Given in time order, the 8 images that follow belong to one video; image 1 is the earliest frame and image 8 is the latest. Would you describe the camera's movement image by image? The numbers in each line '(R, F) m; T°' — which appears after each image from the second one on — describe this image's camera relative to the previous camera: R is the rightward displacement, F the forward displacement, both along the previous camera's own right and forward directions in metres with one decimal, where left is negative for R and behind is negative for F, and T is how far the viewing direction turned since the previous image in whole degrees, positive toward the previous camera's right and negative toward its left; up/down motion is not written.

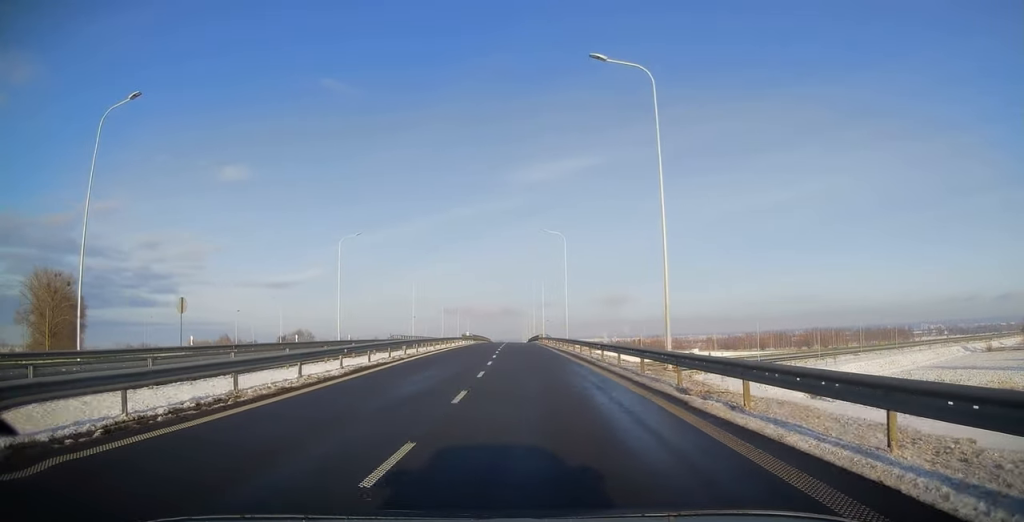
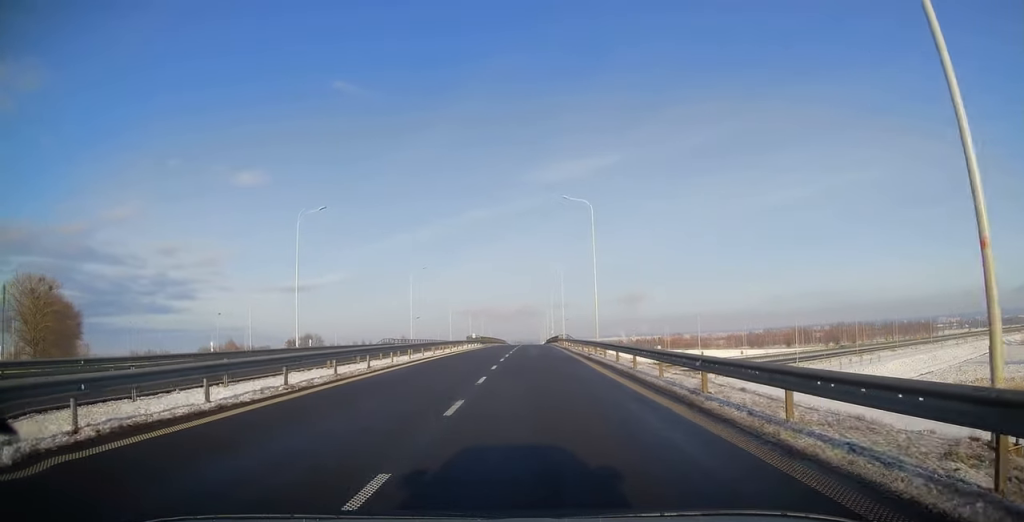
(-0.6, +13.7) m; -2°
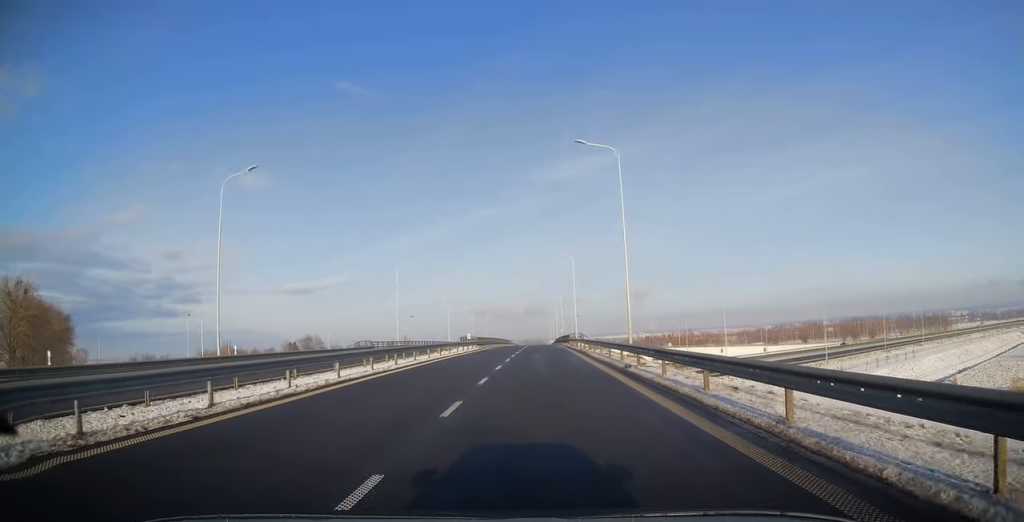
(+0.2, +12.0) m; 0°
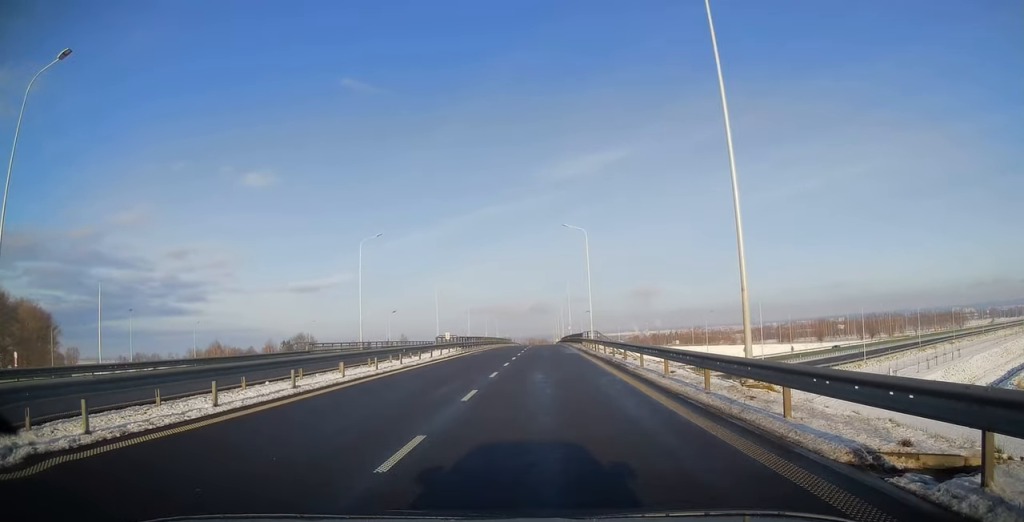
(-0.3, +15.8) m; -1°
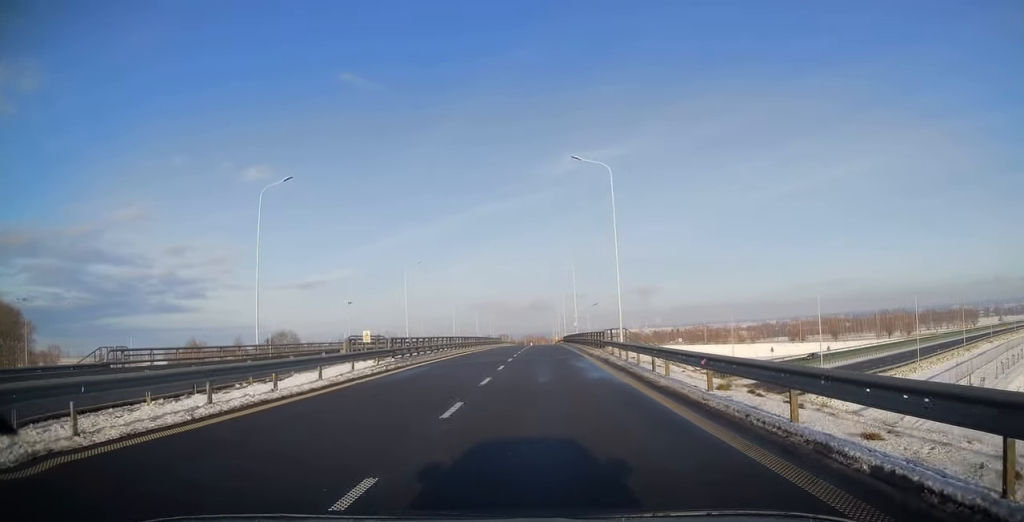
(-0.1, +20.3) m; 0°
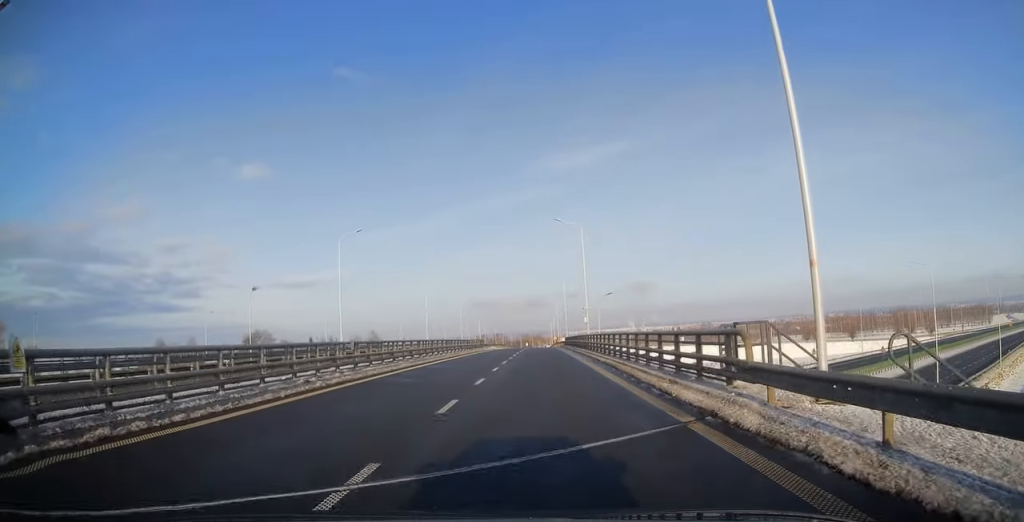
(+0.2, +23.4) m; +1°
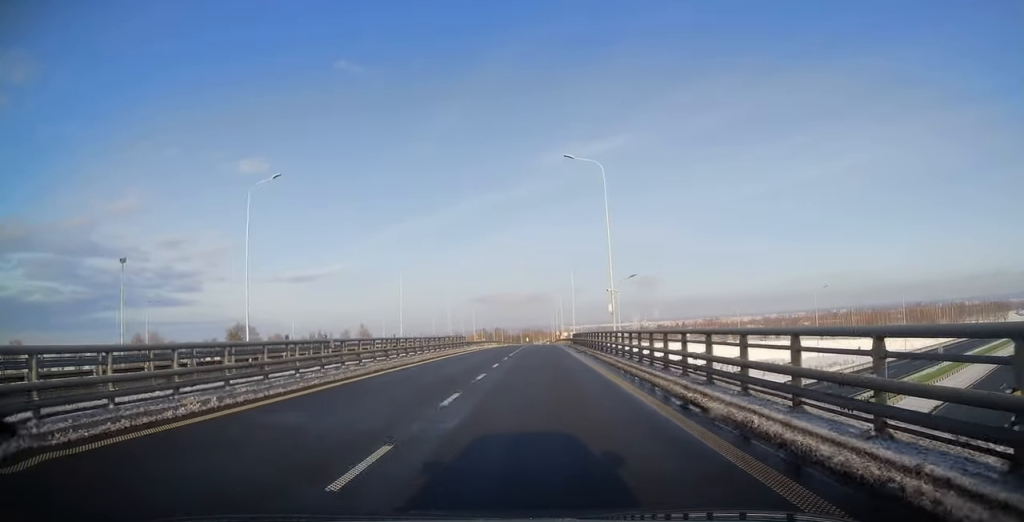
(+0.1, +17.1) m; 0°
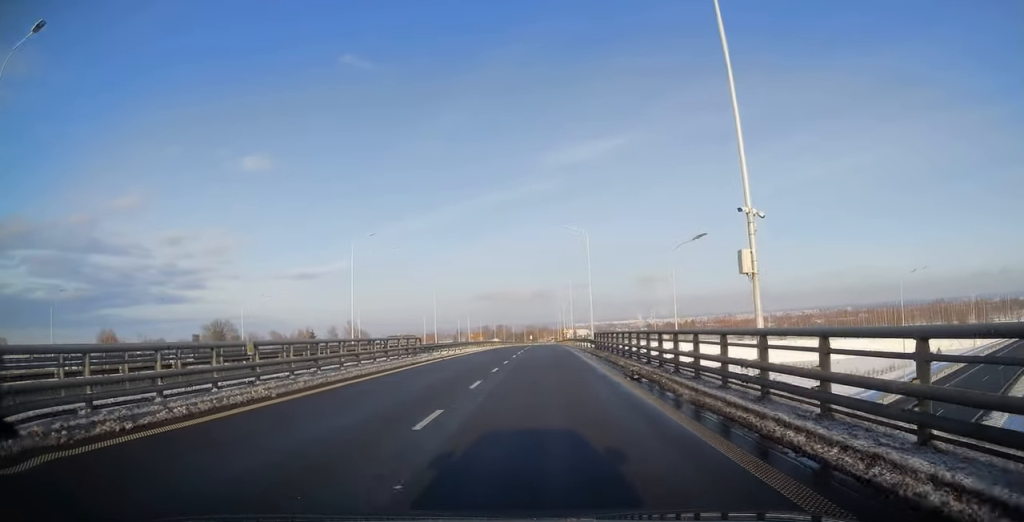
(-0.2, +20.7) m; -1°
